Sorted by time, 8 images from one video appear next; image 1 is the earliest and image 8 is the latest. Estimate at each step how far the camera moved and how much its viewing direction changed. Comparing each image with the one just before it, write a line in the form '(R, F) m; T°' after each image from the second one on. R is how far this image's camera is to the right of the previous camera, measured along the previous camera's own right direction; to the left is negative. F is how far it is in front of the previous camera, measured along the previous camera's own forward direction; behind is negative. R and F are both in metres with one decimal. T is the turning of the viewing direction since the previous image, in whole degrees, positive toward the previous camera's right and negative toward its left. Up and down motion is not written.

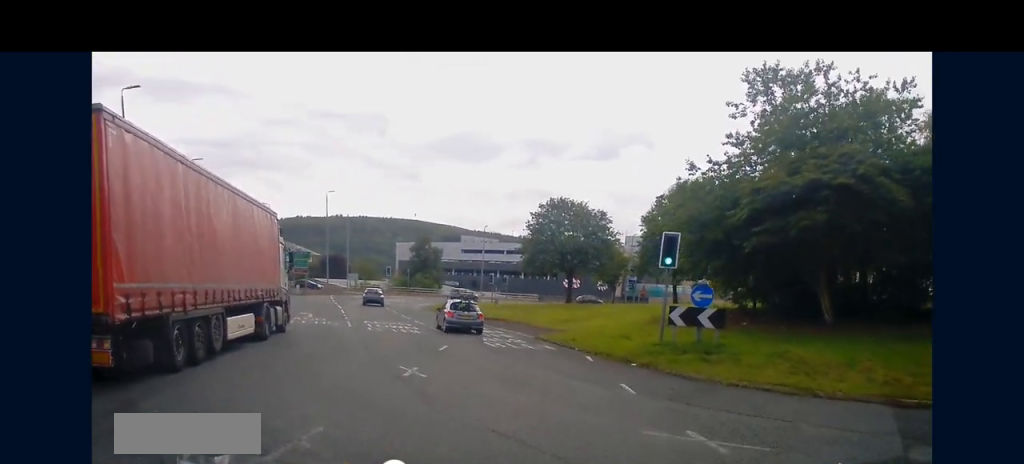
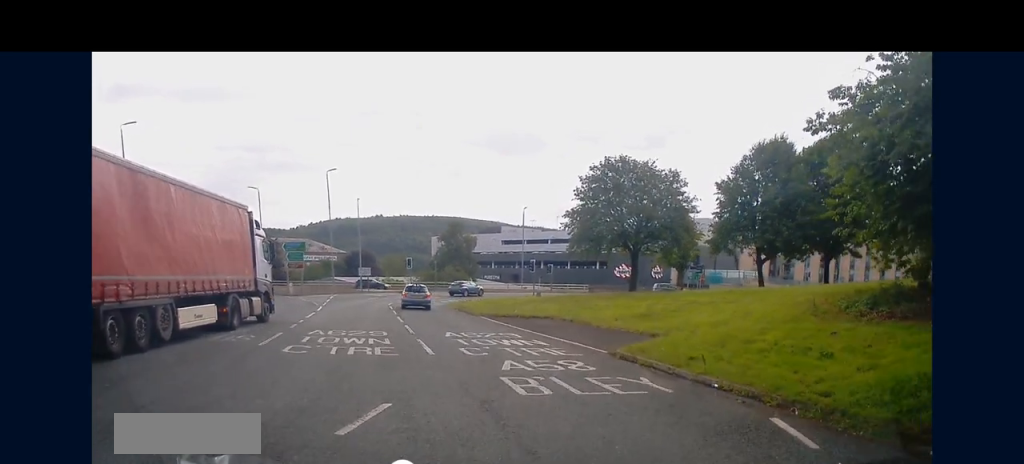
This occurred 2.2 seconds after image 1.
(-0.4, +13.3) m; -7°
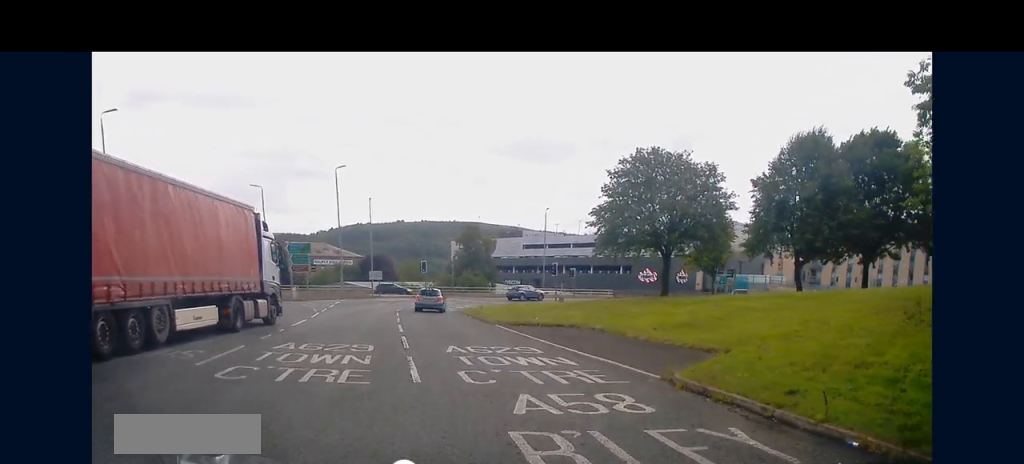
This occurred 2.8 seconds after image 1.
(-0.1, +4.1) m; 0°
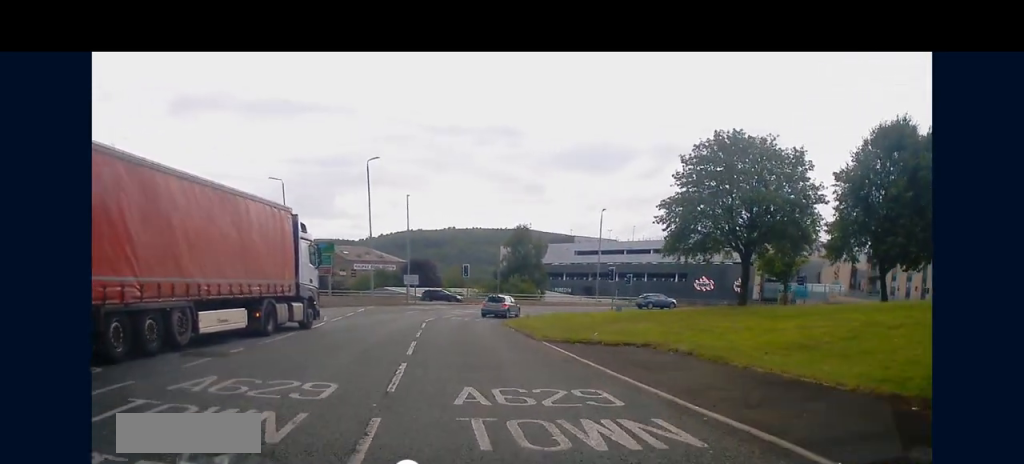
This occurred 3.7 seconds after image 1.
(0.0, +6.5) m; -1°
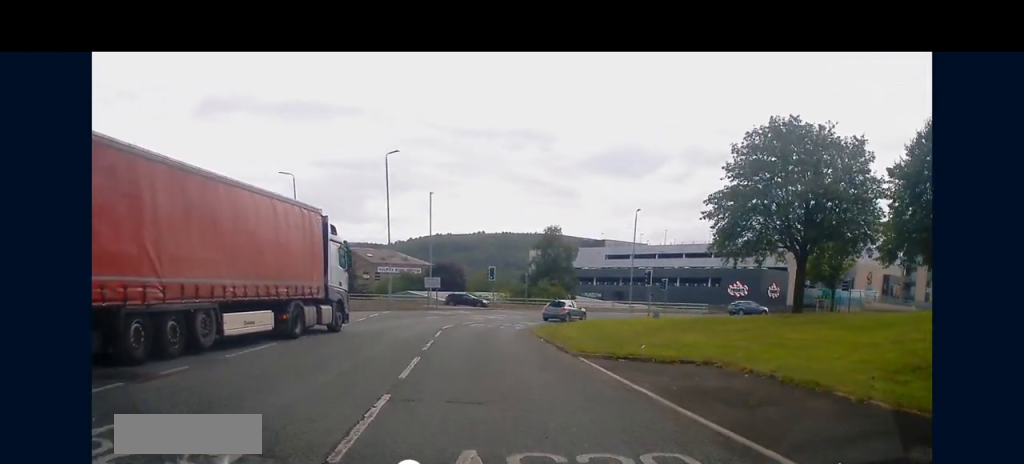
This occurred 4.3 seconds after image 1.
(+0.2, +4.1) m; -2°
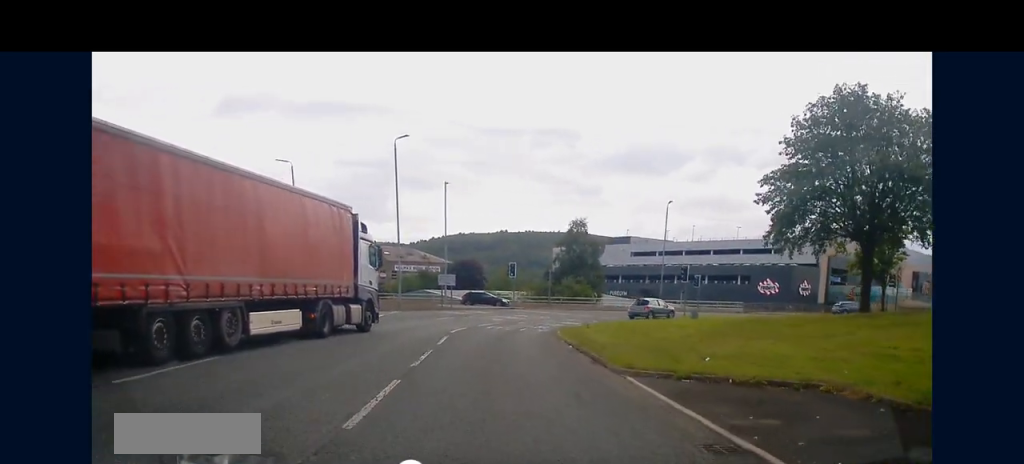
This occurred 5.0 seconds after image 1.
(-0.5, +4.6) m; -3°
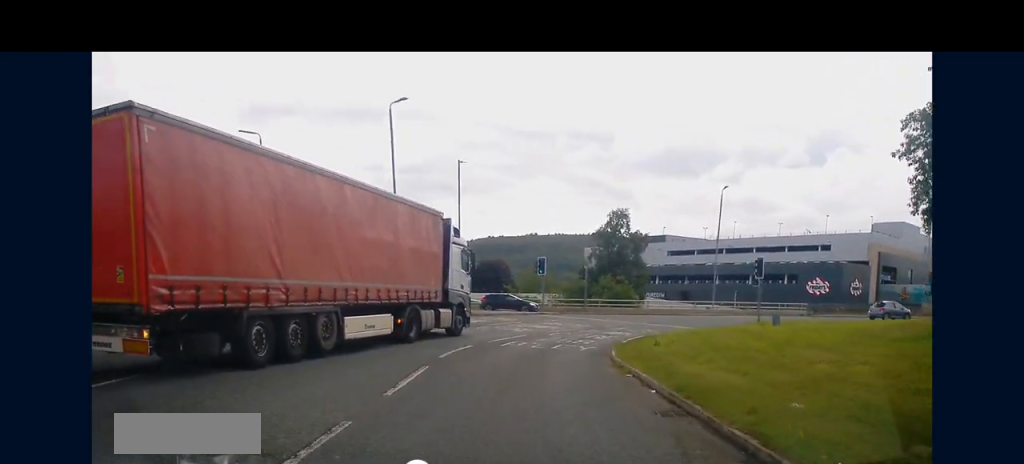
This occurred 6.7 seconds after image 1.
(-0.4, +9.9) m; -4°
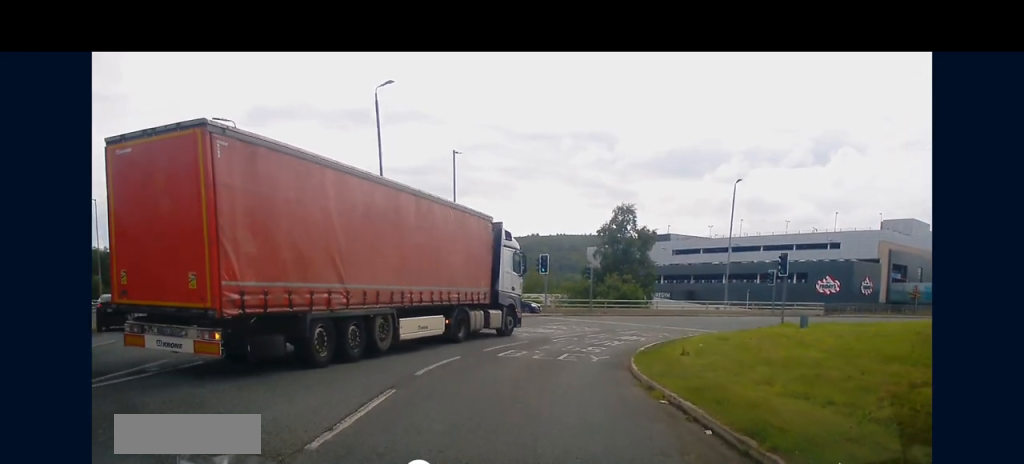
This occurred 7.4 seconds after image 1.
(-0.2, +3.5) m; +1°
